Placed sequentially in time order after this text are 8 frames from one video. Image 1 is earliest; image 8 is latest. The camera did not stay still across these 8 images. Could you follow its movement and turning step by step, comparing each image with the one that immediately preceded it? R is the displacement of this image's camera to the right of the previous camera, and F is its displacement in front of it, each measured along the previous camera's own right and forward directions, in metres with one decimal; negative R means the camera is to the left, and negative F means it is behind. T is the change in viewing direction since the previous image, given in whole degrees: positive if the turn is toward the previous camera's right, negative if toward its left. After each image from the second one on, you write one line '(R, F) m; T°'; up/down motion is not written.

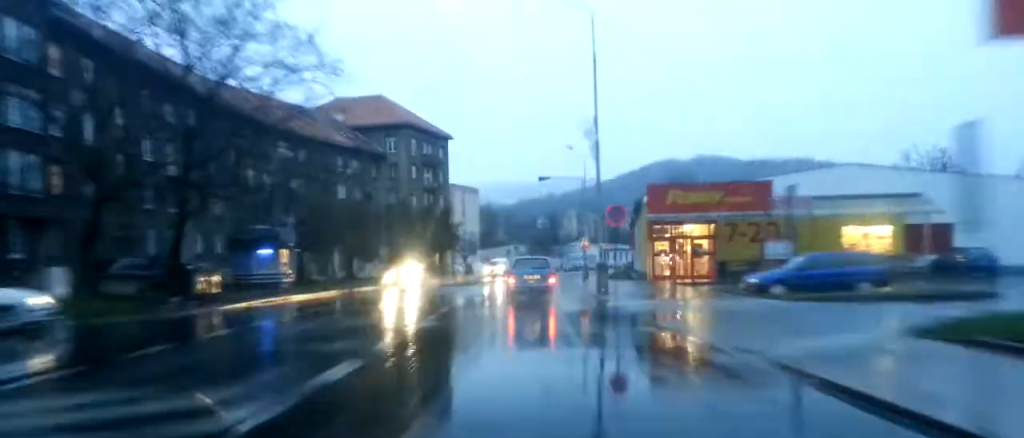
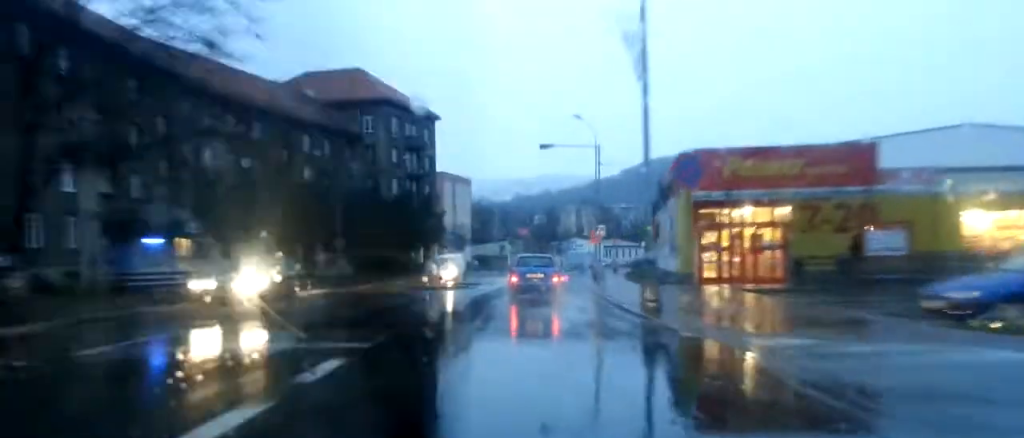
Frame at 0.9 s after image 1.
(+0.1, +13.0) m; +1°
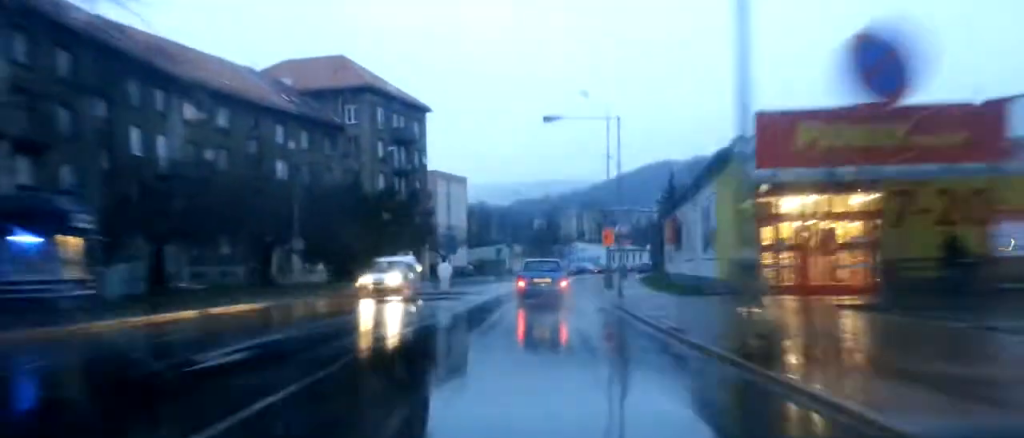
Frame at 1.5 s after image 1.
(+0.1, +8.4) m; +1°
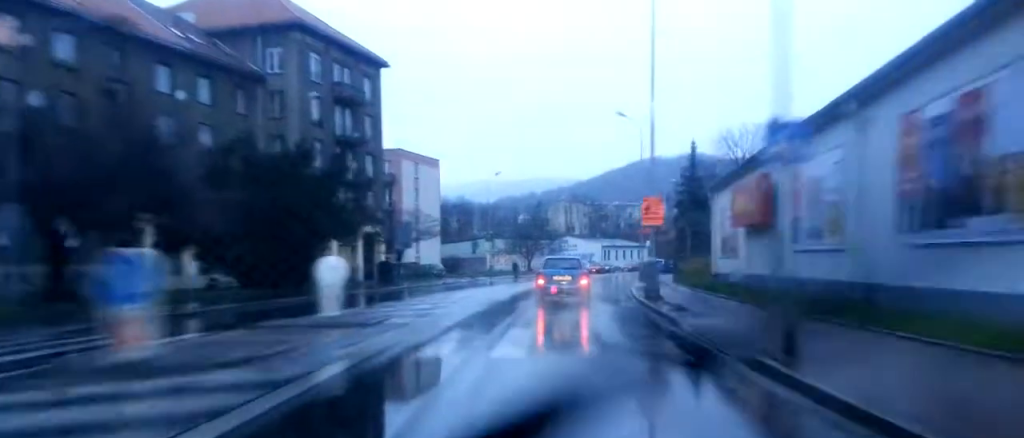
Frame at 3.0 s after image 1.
(+0.2, +21.9) m; +1°
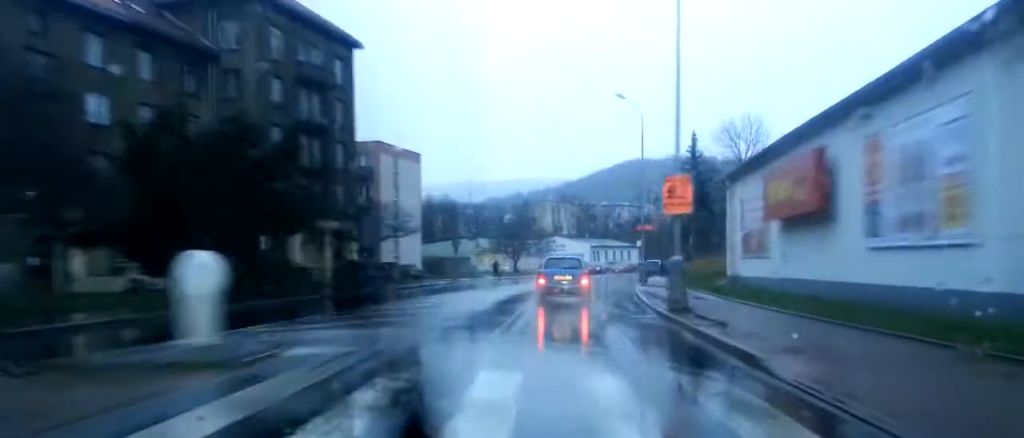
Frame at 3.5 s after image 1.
(0.0, +7.0) m; +1°
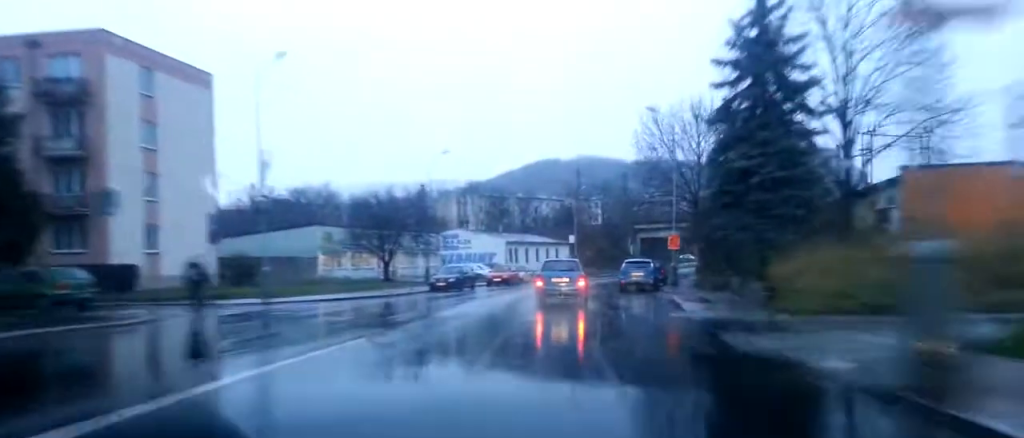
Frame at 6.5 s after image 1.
(+2.2, +40.5) m; +6°
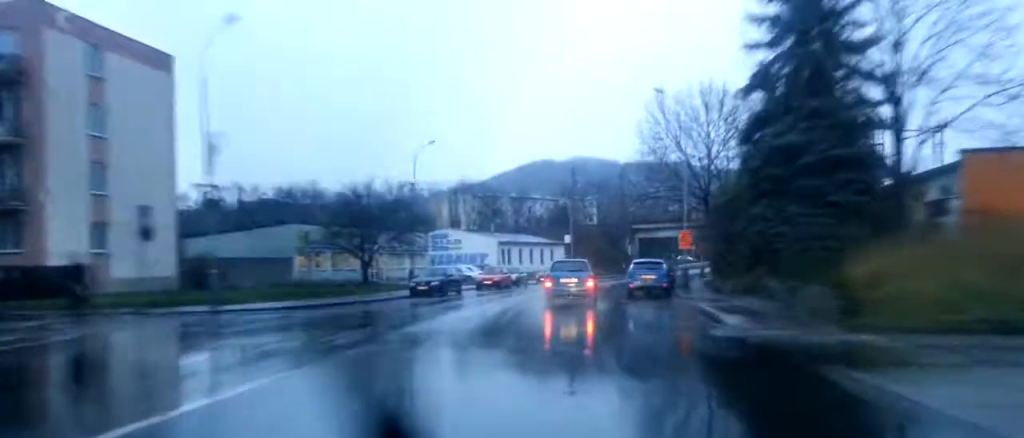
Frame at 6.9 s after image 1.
(+0.1, +5.1) m; +1°
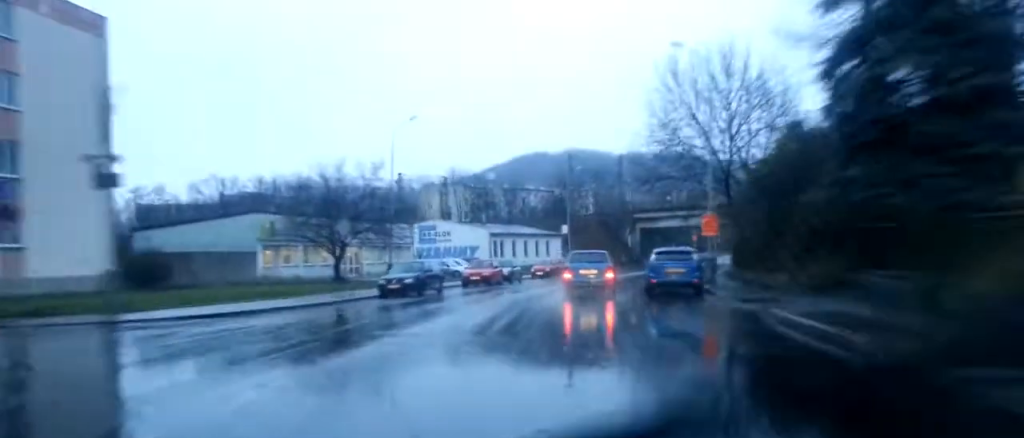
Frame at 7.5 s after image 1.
(+0.1, +6.9) m; +1°
